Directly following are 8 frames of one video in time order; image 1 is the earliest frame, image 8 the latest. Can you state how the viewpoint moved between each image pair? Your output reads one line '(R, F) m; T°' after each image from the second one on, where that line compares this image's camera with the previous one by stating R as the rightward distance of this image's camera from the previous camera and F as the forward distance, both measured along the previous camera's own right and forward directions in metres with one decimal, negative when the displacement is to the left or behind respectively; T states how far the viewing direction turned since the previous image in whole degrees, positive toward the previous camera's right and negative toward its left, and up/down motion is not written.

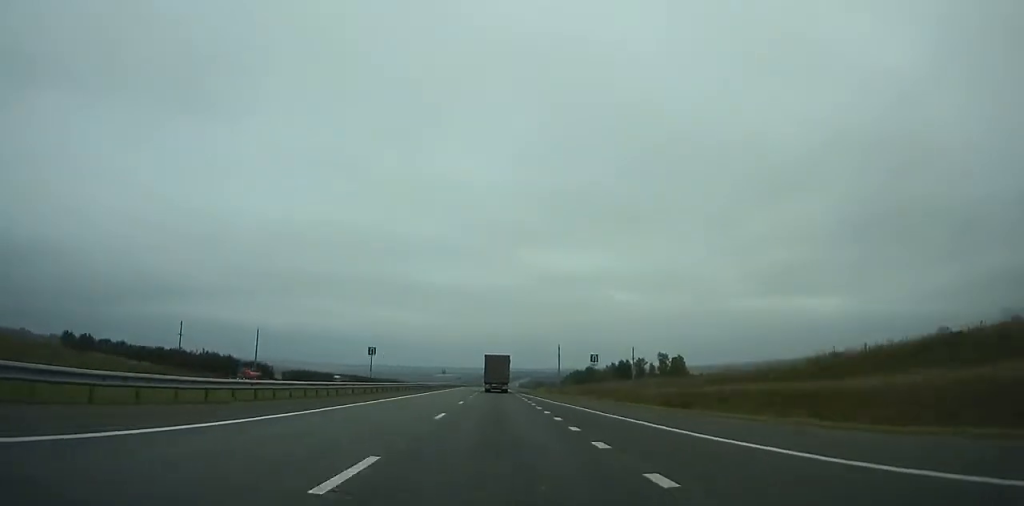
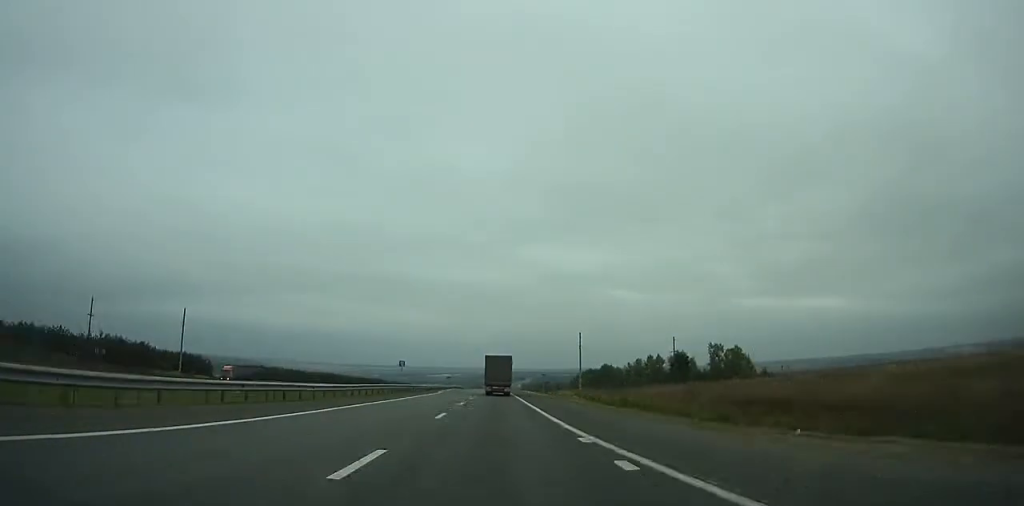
(-0.2, +57.6) m; 0°
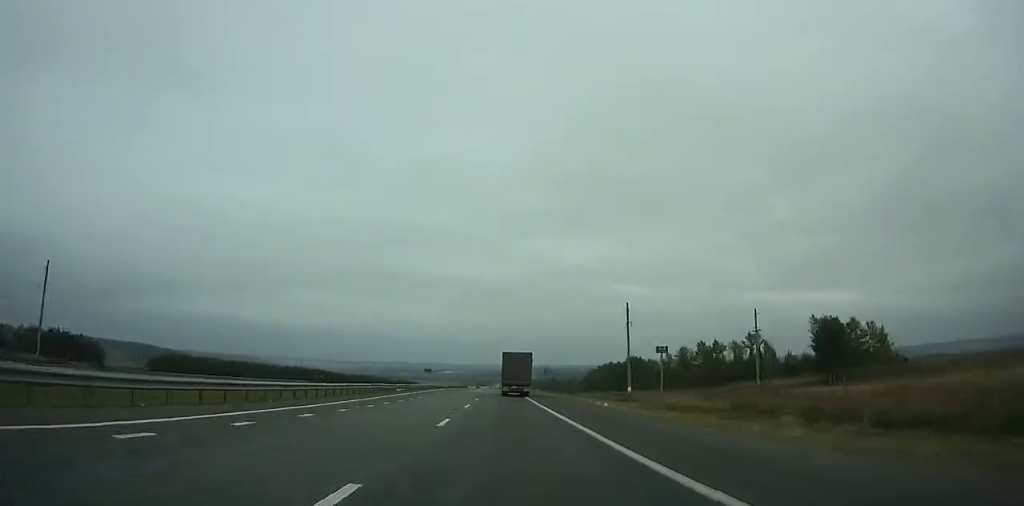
(-0.2, +62.7) m; 0°
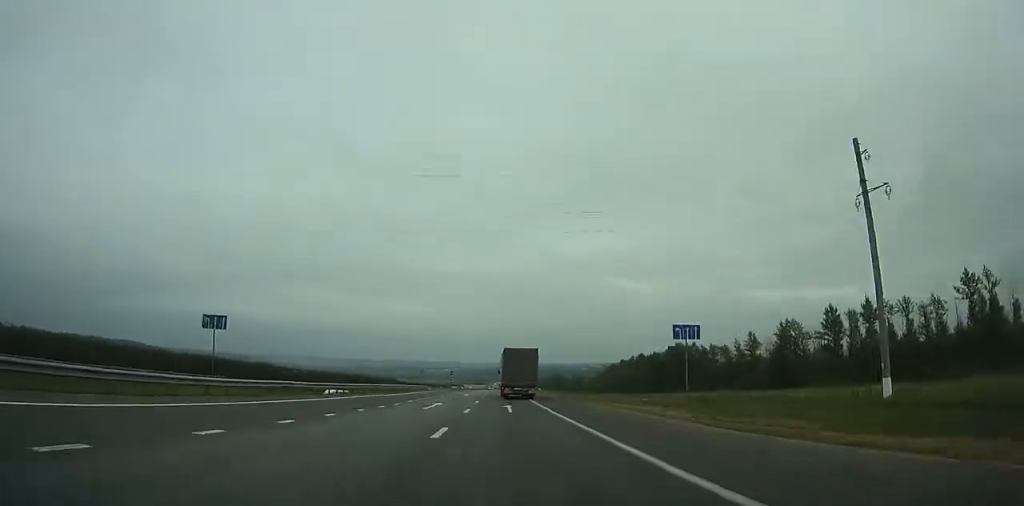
(0.0, +85.0) m; 0°
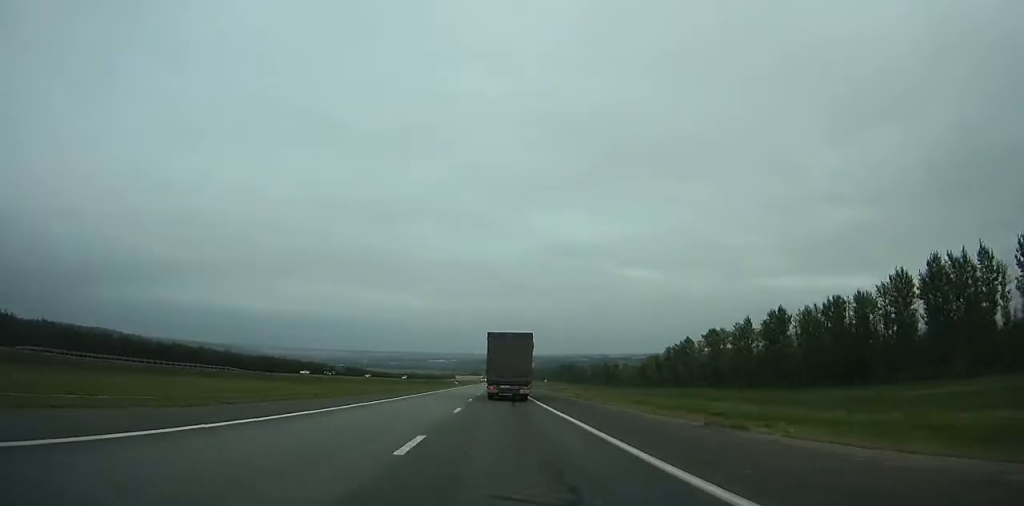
(+0.8, +145.8) m; 0°
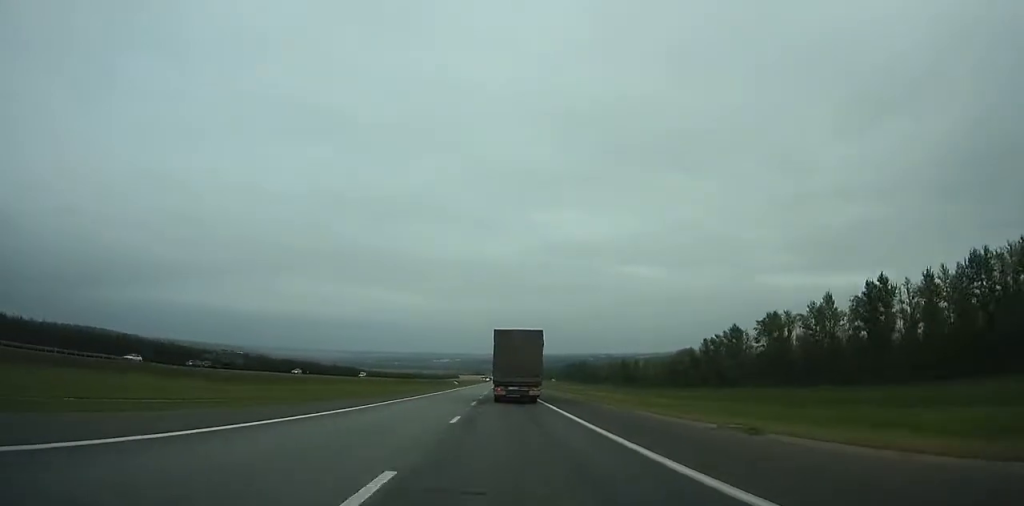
(0.0, +40.2) m; 0°
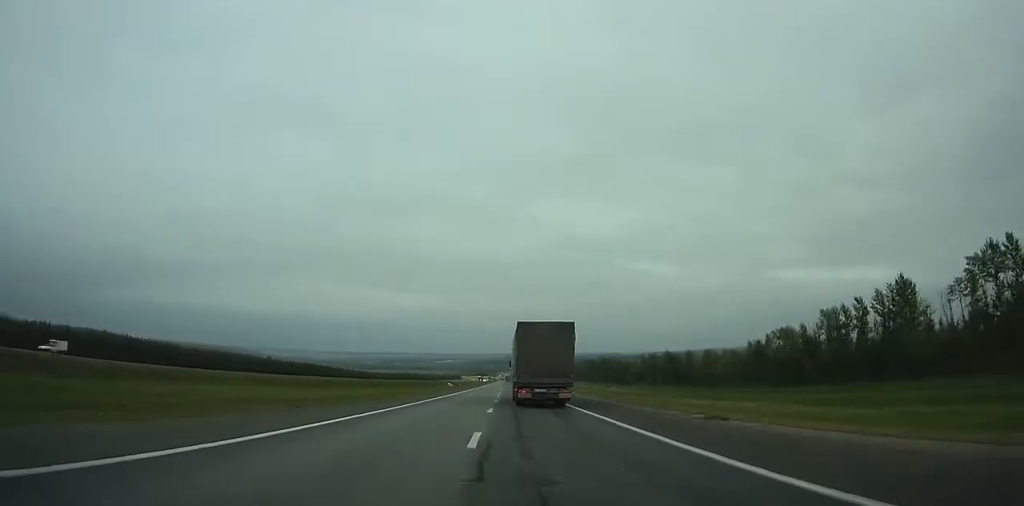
(-0.1, +76.8) m; 0°
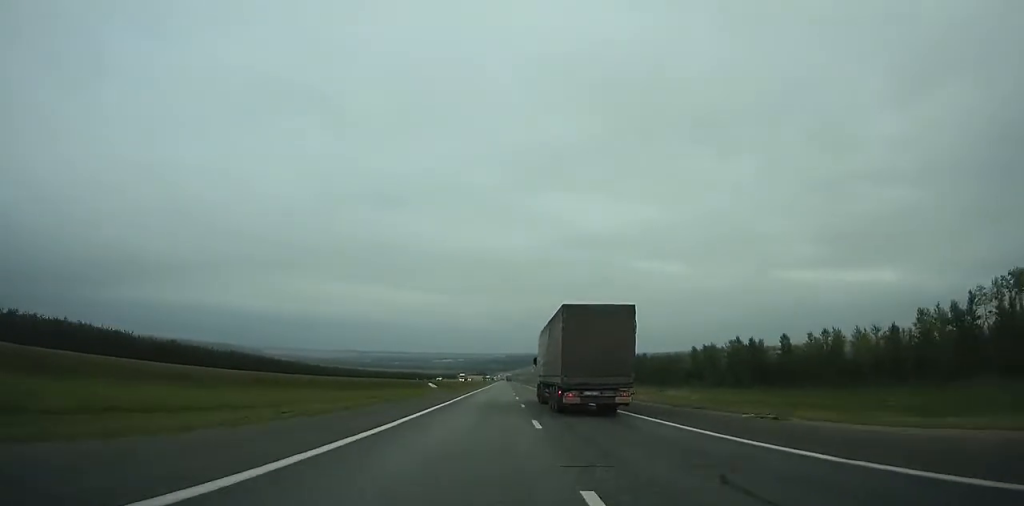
(-0.3, +79.1) m; 0°
